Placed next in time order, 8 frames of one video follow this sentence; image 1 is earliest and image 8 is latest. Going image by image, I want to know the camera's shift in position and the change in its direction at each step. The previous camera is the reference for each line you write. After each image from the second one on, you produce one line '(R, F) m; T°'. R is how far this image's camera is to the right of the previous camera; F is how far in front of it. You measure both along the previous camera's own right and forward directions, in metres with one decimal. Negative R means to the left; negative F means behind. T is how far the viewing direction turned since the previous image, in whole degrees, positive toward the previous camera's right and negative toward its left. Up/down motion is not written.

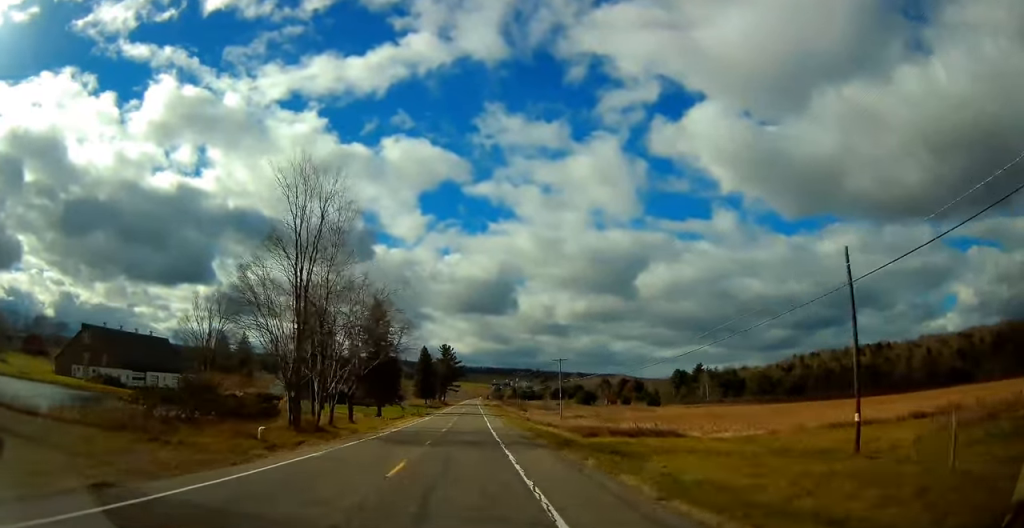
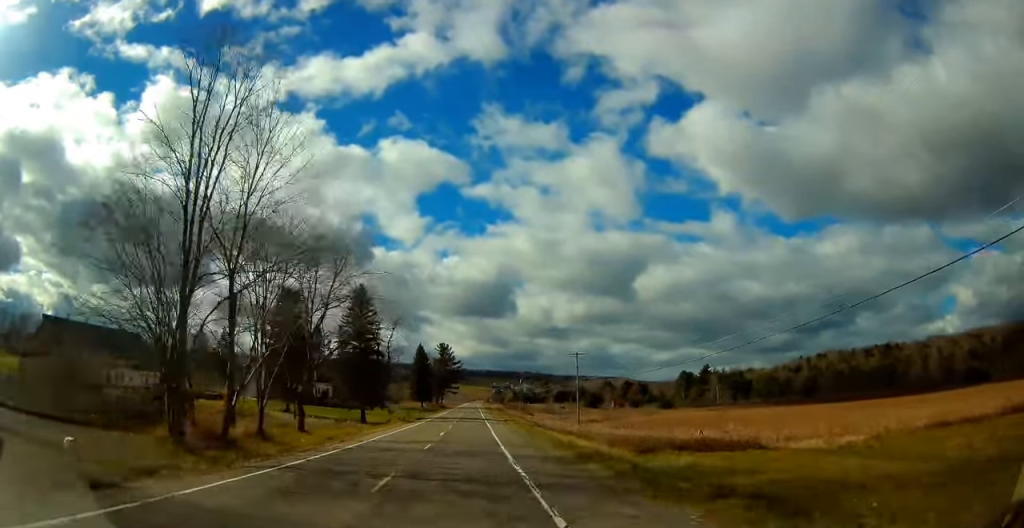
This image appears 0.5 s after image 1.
(-0.1, +14.2) m; 0°
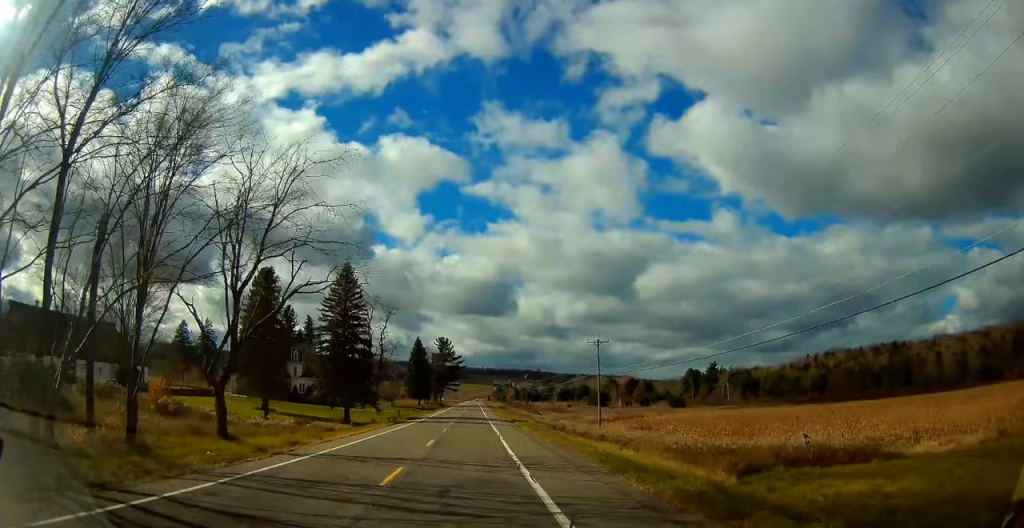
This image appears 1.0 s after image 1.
(+0.1, +11.5) m; 0°
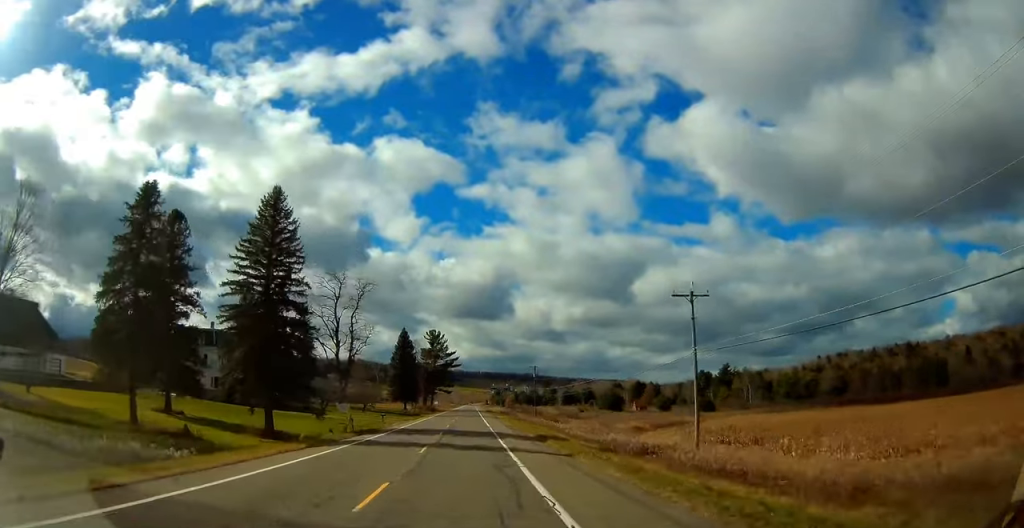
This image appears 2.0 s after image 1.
(+0.2, +27.5) m; 0°
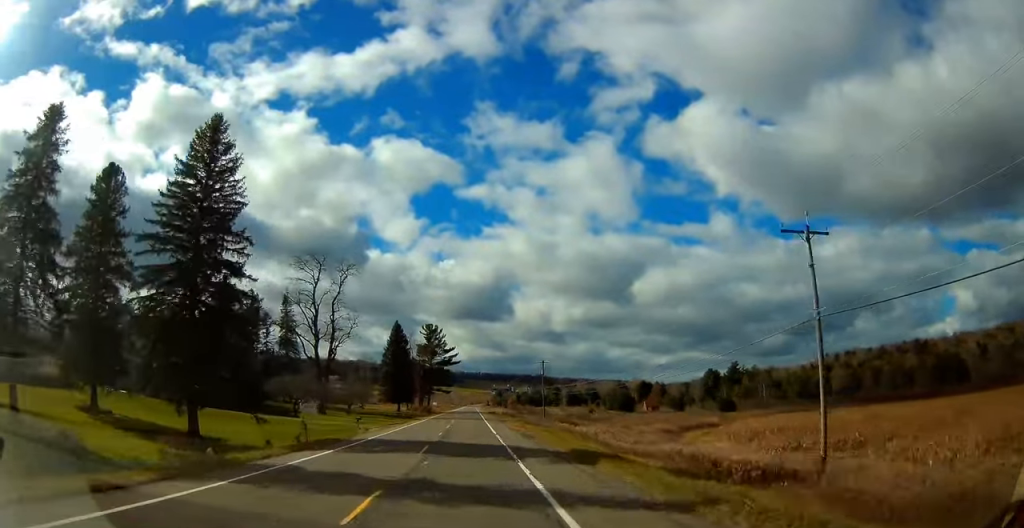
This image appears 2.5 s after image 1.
(0.0, +13.3) m; 0°
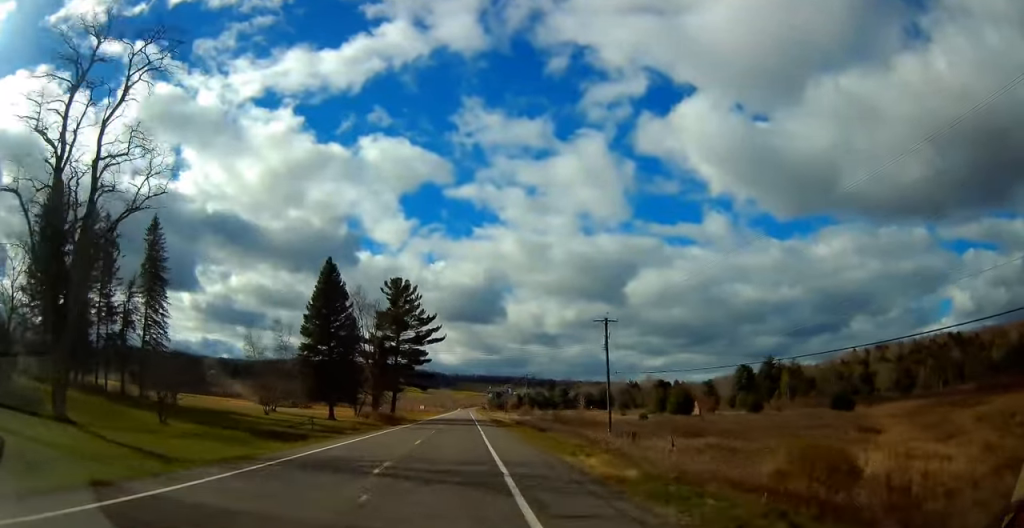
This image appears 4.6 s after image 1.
(0.0, +55.0) m; 0°
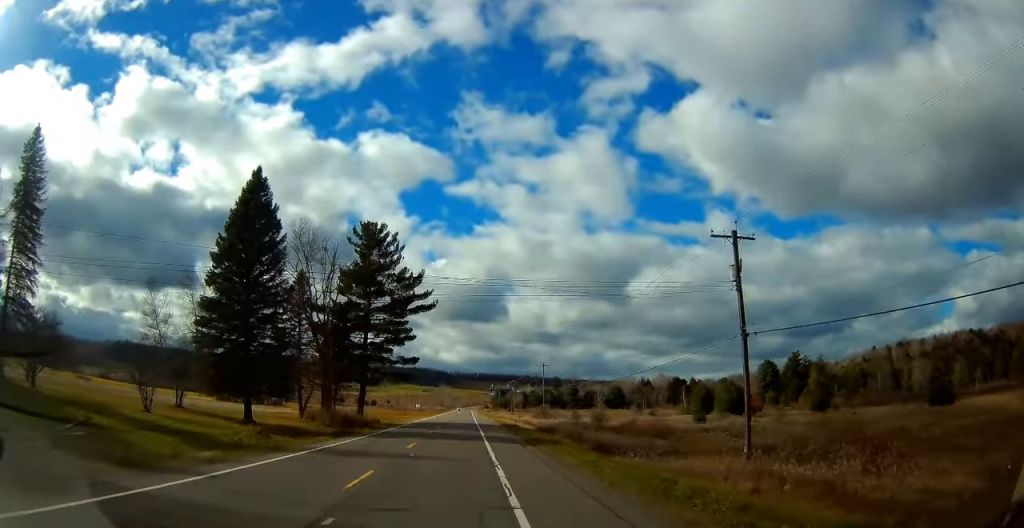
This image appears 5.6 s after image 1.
(0.0, +27.0) m; 0°
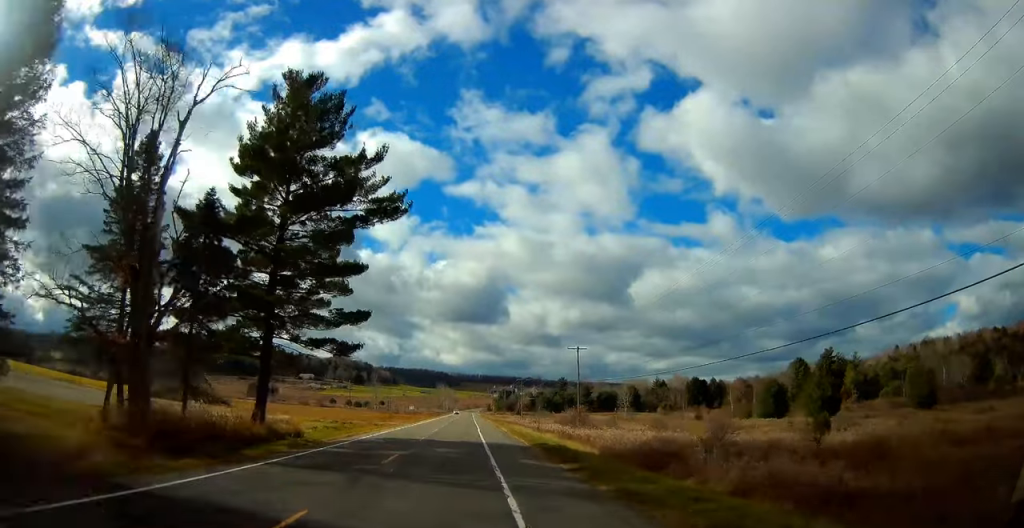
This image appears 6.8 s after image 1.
(0.0, +30.5) m; 0°
